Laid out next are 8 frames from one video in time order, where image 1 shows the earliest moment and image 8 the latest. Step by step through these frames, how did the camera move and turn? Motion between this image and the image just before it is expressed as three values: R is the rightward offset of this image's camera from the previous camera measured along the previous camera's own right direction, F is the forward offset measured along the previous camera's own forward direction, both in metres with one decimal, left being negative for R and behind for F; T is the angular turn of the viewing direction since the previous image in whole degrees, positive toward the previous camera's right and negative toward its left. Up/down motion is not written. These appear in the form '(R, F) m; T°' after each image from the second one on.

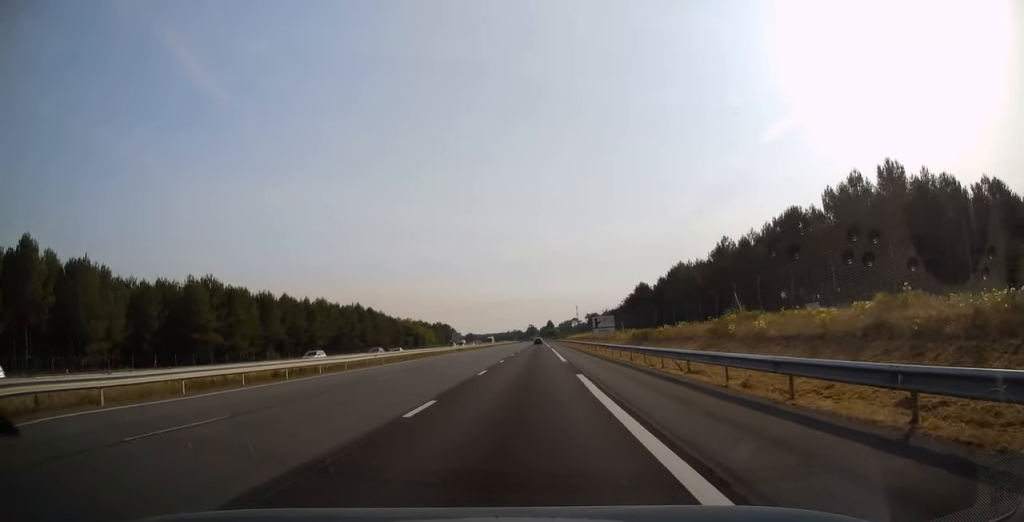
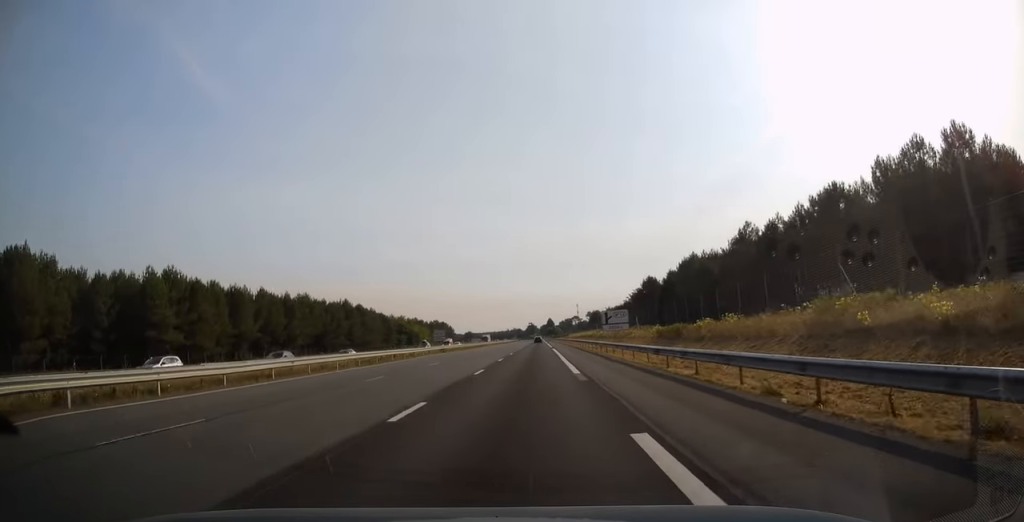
(-0.1, +13.4) m; 0°
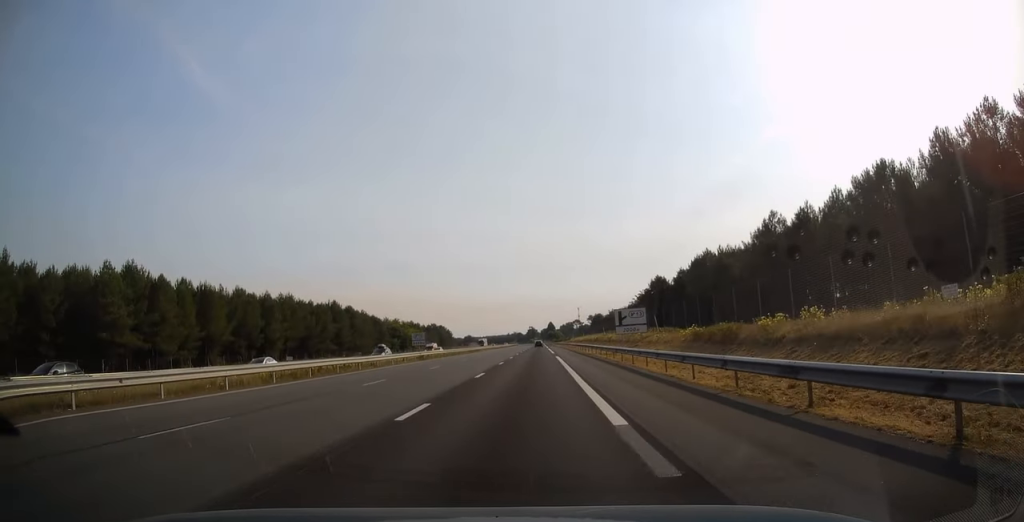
(-0.1, +11.9) m; 0°
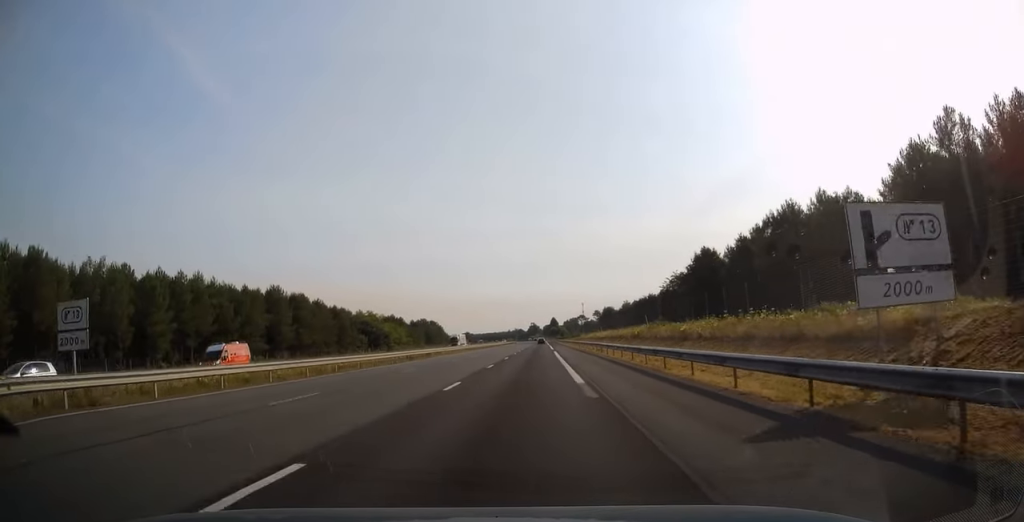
(+0.4, +44.4) m; 0°
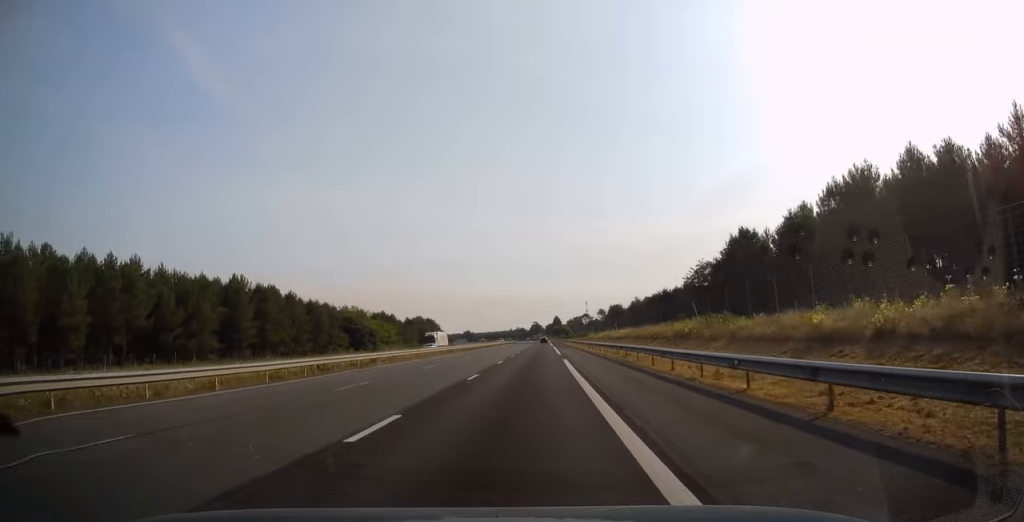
(0.0, +20.7) m; 0°
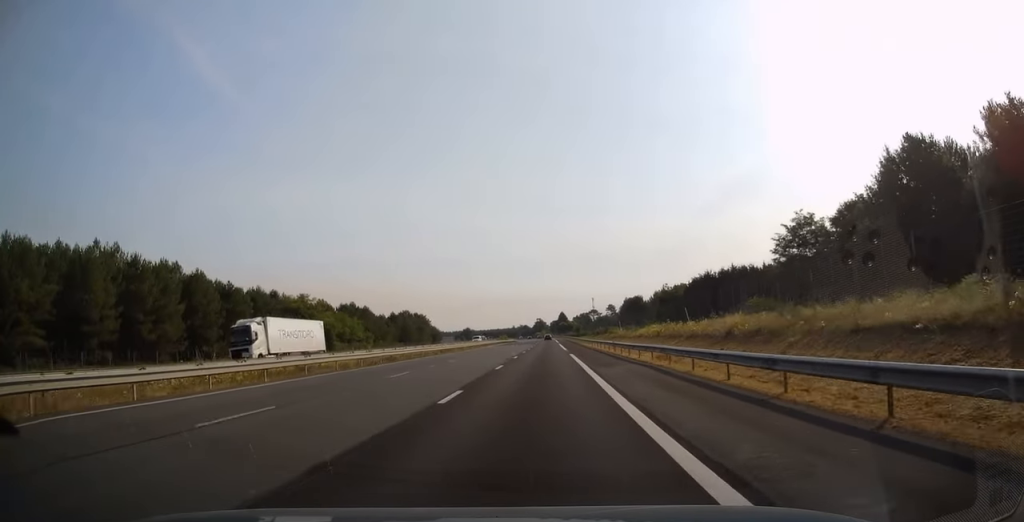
(-0.5, +45.3) m; -1°
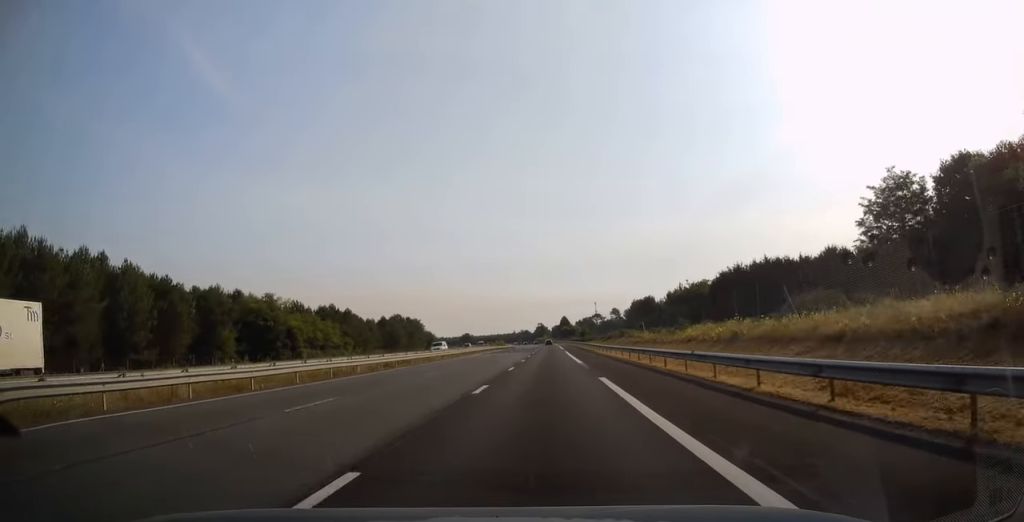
(+0.1, +21.6) m; 0°
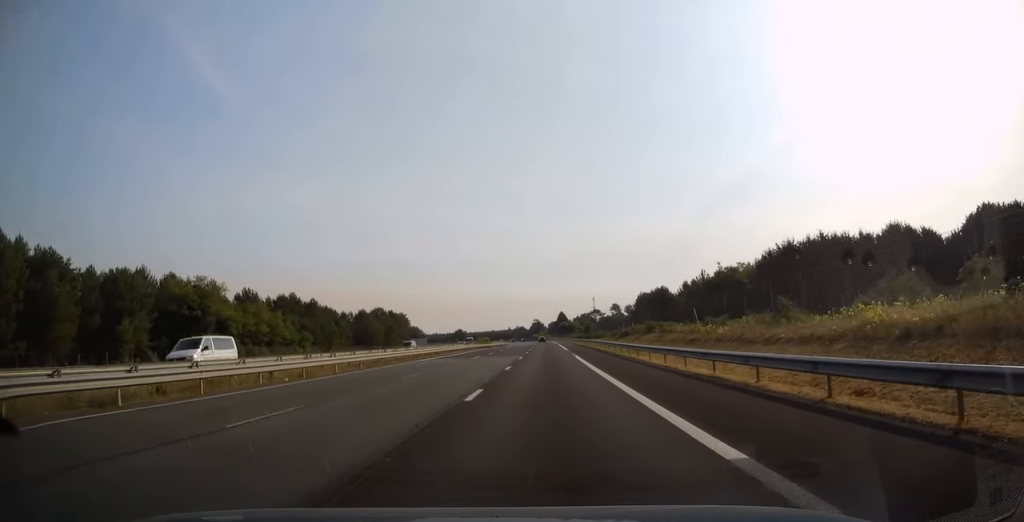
(+0.1, +27.6) m; 0°
